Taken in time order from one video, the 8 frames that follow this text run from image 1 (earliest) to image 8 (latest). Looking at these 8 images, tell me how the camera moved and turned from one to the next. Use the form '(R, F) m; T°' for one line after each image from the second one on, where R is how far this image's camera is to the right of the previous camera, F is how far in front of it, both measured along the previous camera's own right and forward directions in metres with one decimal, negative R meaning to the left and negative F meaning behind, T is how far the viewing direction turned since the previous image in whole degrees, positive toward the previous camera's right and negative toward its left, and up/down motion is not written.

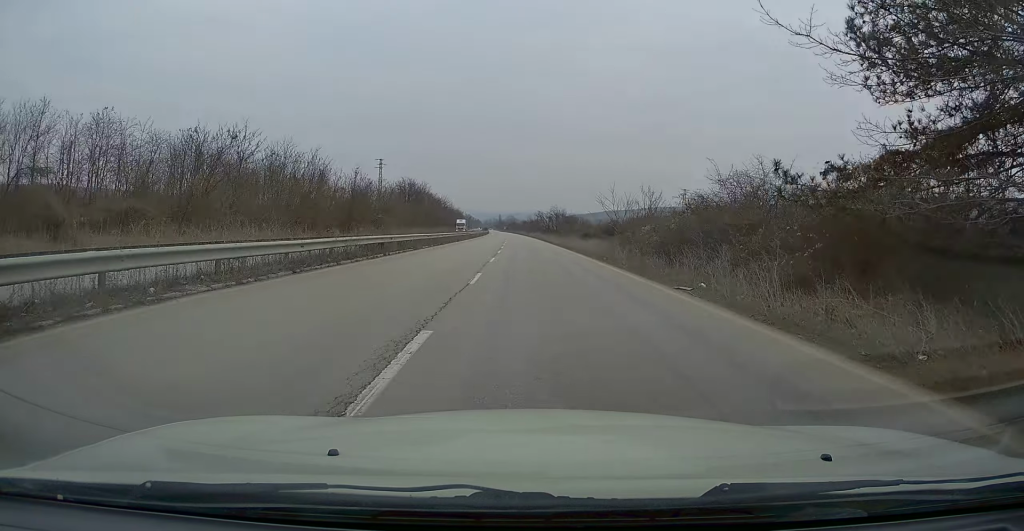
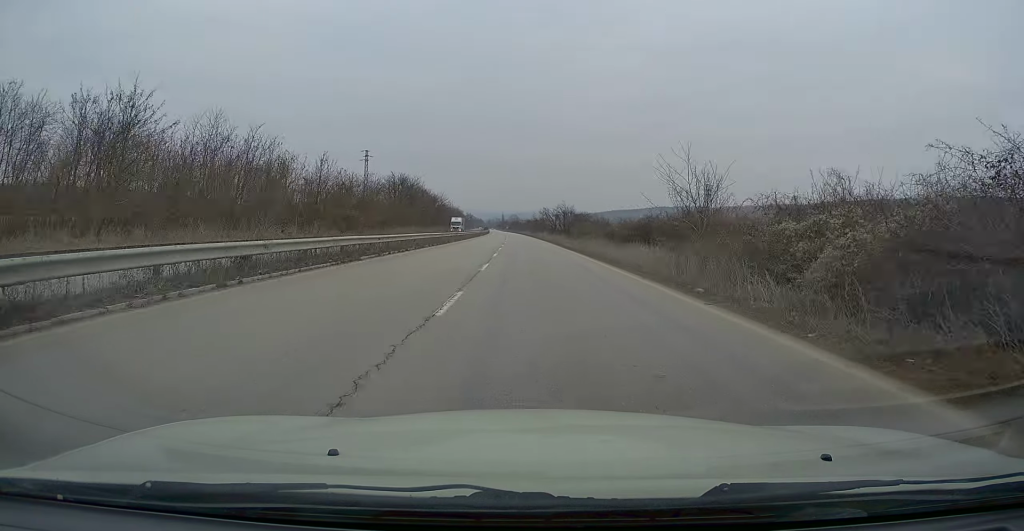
(-0.2, +13.6) m; -1°
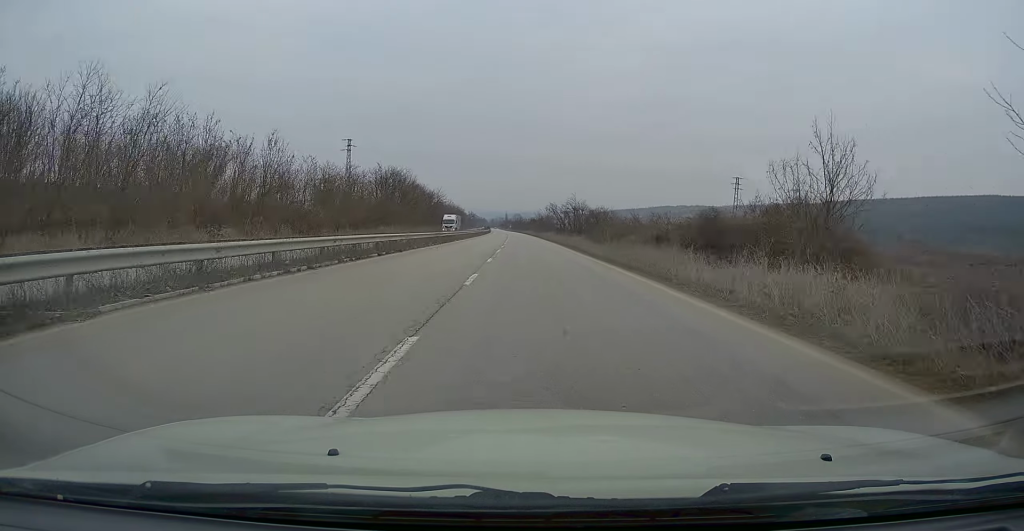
(-0.1, +13.6) m; 0°
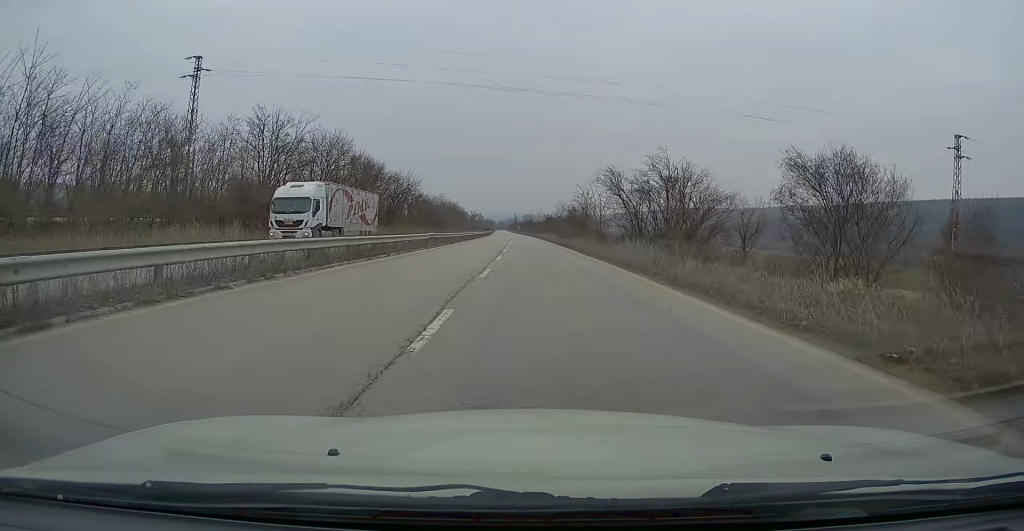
(-0.8, +50.8) m; -1°
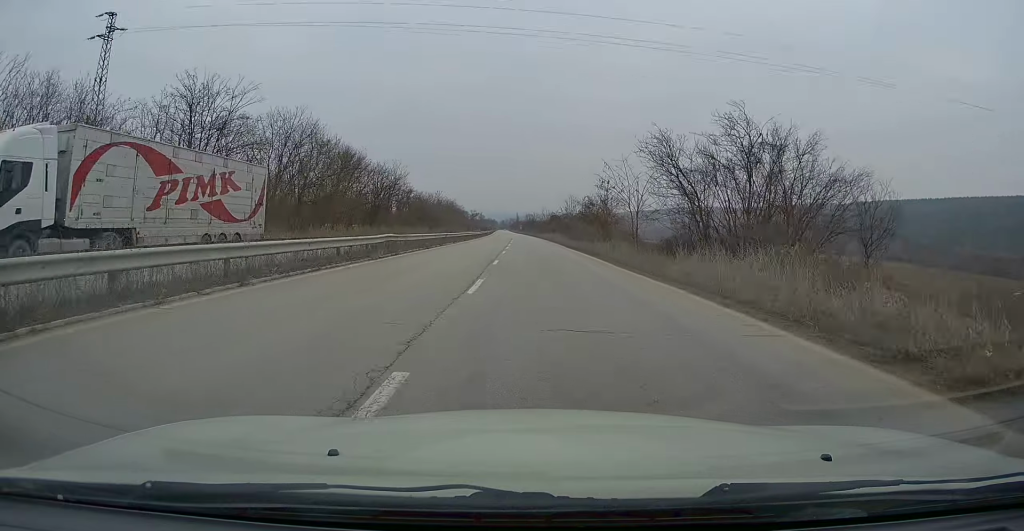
(-0.1, +12.7) m; 0°
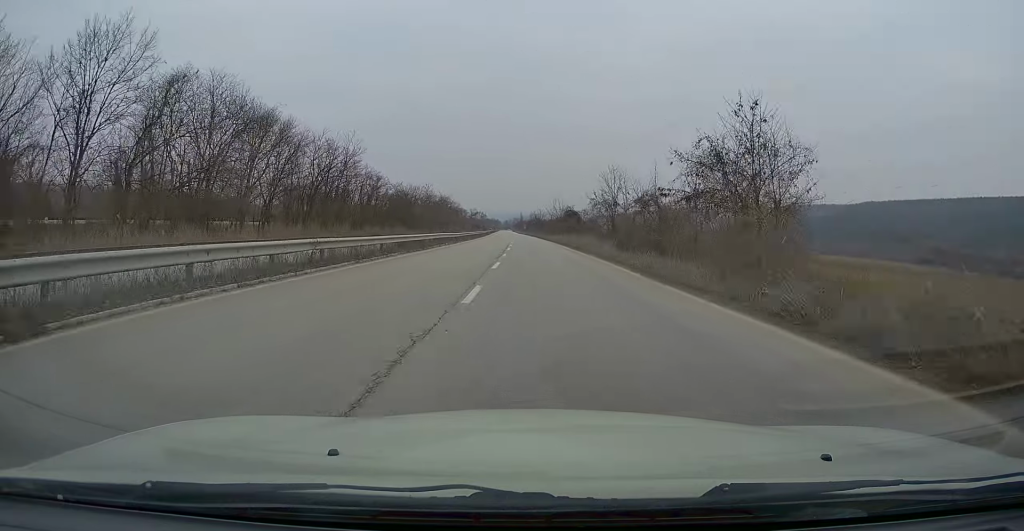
(+0.3, +28.1) m; 0°
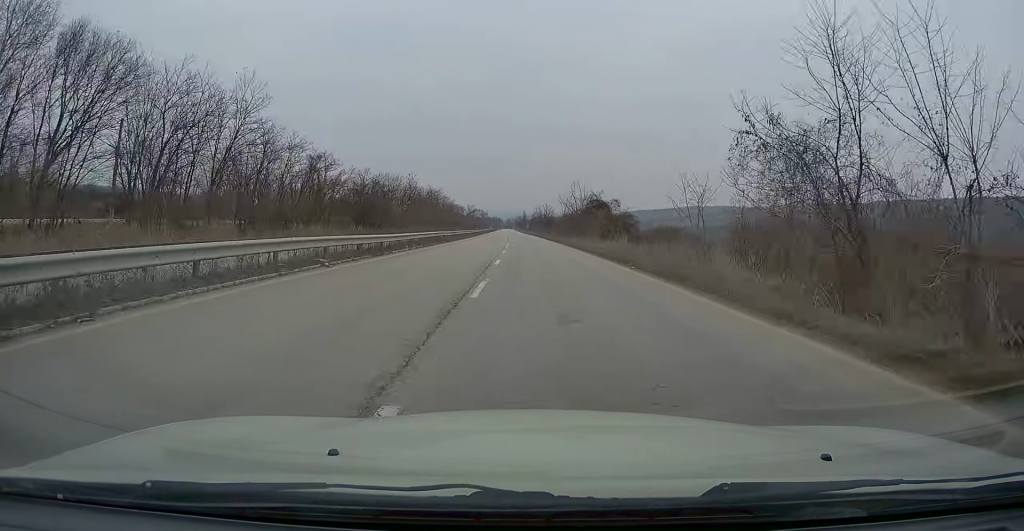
(-0.1, +26.3) m; -1°
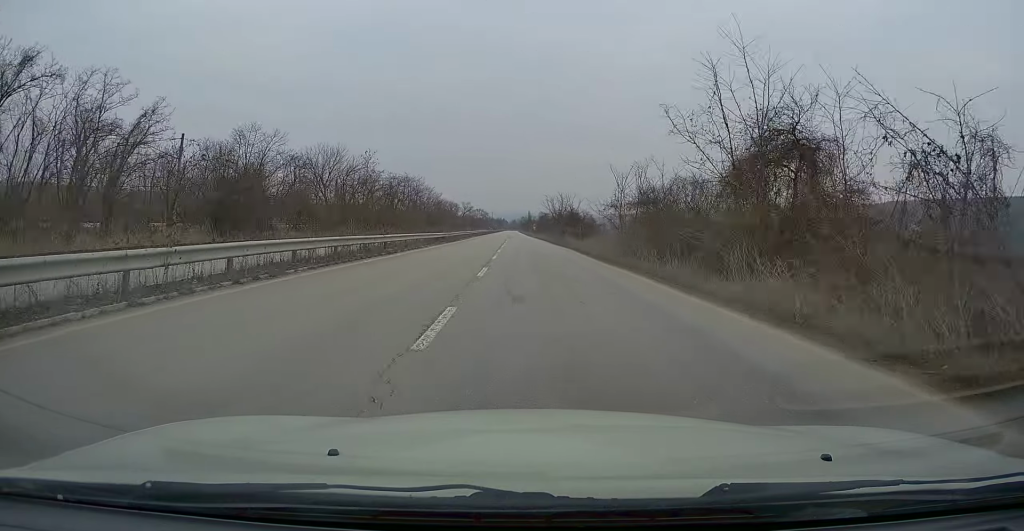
(-0.8, +39.8) m; -1°
